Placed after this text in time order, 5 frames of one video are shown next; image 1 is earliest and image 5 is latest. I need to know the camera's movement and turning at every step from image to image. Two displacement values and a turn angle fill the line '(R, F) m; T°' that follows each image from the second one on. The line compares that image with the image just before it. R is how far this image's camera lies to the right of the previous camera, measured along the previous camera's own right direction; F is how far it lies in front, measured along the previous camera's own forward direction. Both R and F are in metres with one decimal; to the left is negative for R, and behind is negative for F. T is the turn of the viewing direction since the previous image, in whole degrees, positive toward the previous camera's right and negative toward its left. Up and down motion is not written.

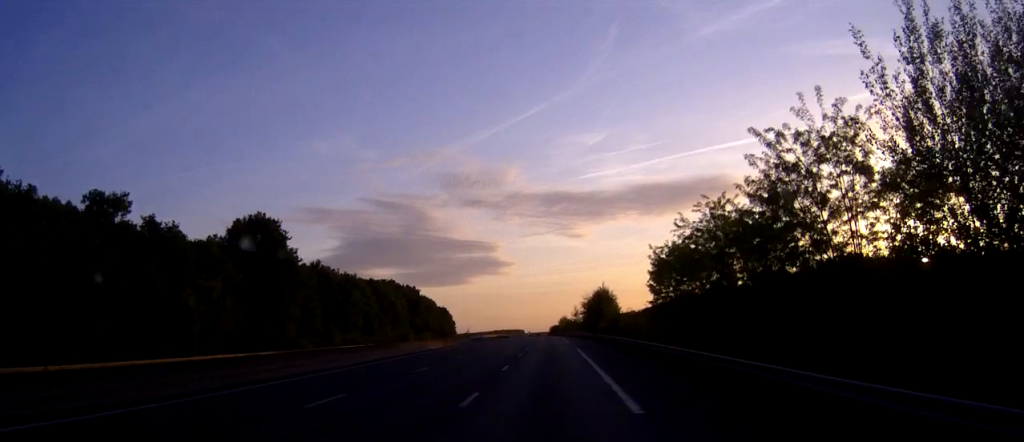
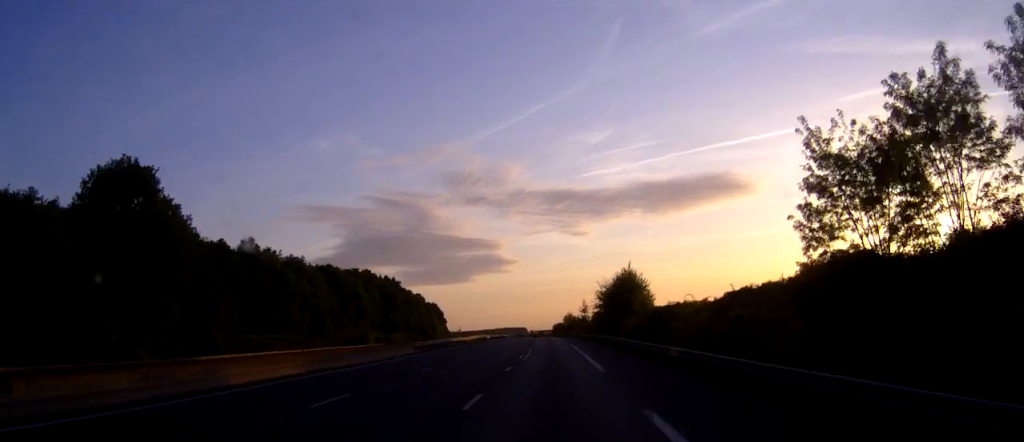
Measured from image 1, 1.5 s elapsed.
(-0.1, +39.0) m; 0°
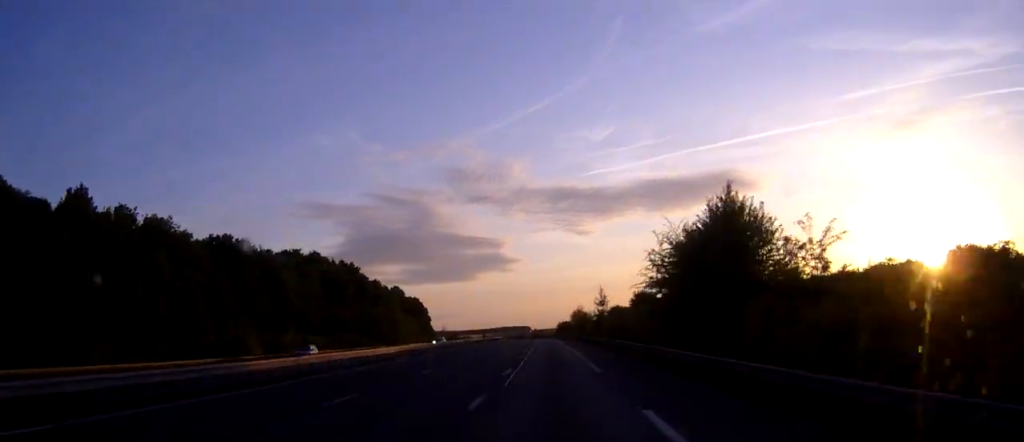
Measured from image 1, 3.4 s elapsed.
(-0.3, +51.3) m; 0°
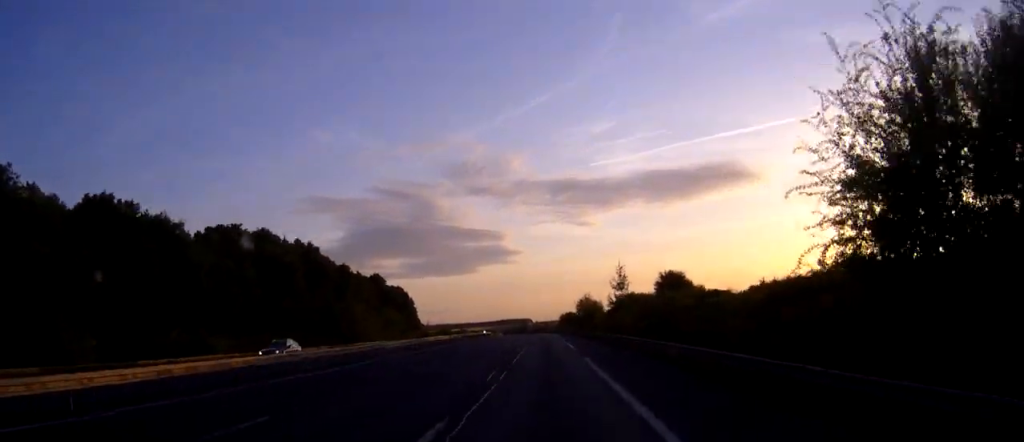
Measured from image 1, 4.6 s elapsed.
(0.0, +31.9) m; 0°
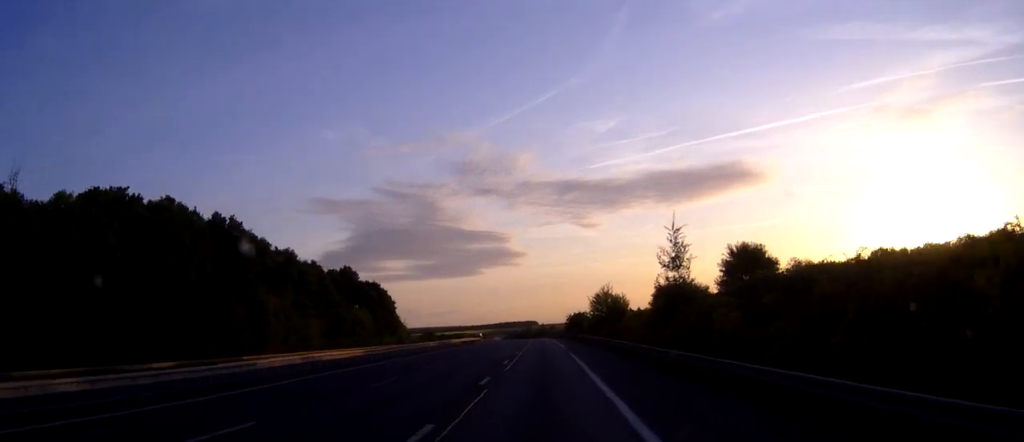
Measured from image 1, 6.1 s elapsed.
(-0.2, +39.0) m; -1°
